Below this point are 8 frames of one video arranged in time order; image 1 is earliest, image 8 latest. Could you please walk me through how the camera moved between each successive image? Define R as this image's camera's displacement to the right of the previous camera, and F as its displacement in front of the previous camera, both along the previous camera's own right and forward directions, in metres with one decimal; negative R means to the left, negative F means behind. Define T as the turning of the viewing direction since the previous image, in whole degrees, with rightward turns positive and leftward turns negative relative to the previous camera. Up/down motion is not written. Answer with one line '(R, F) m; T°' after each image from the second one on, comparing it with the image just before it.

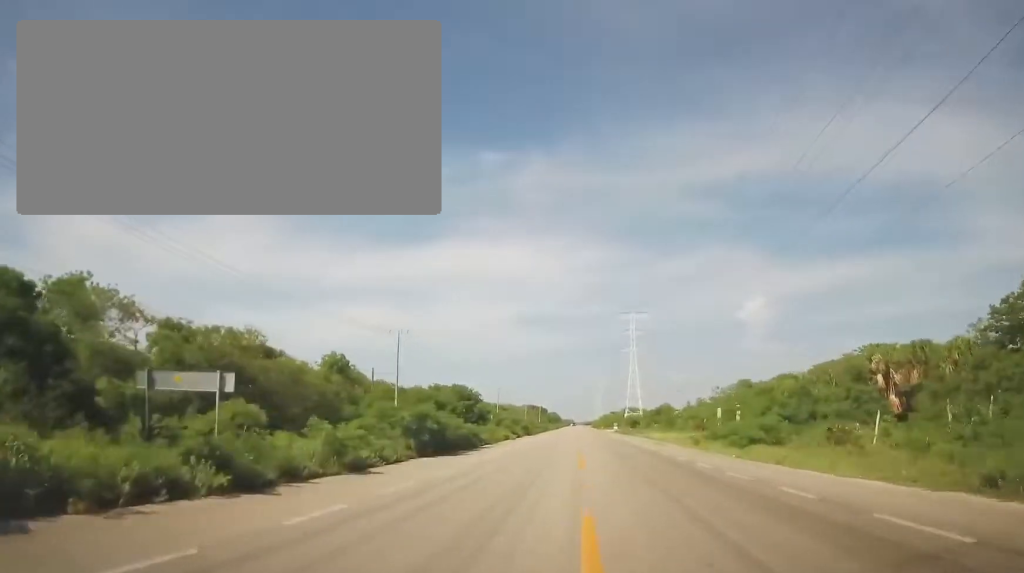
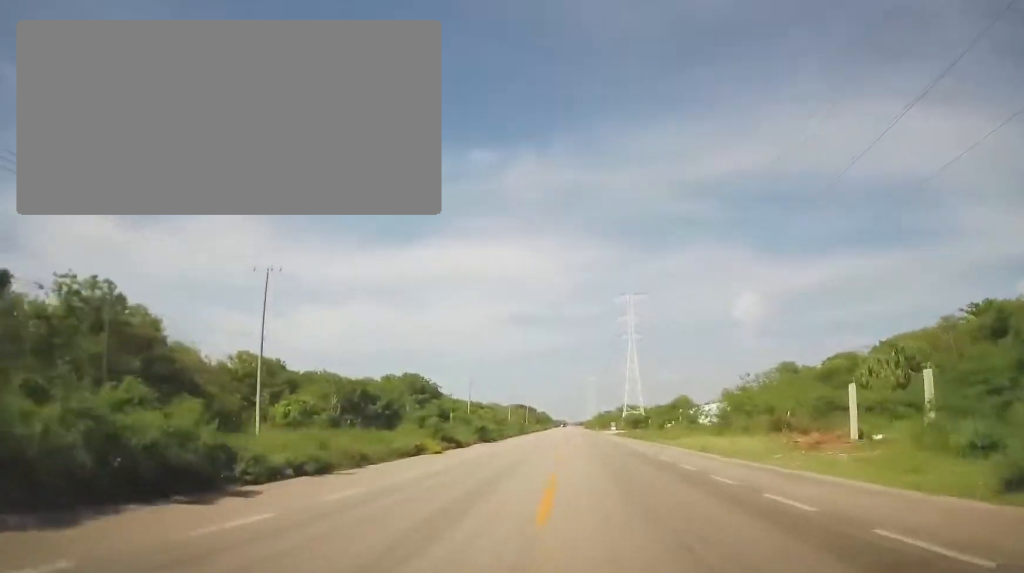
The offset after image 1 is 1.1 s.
(+0.3, +26.0) m; +2°
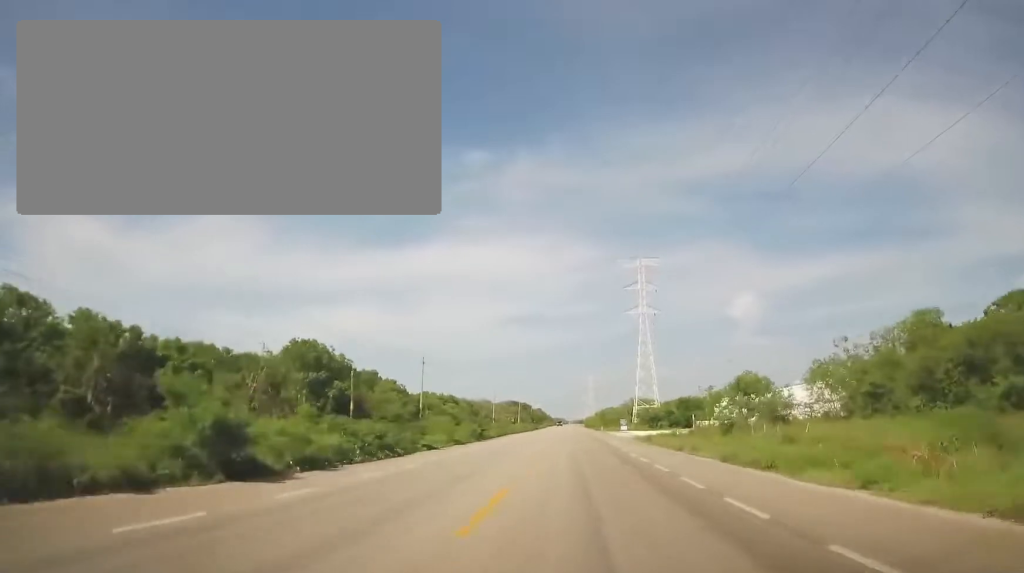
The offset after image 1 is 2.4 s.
(+0.4, +33.8) m; 0°
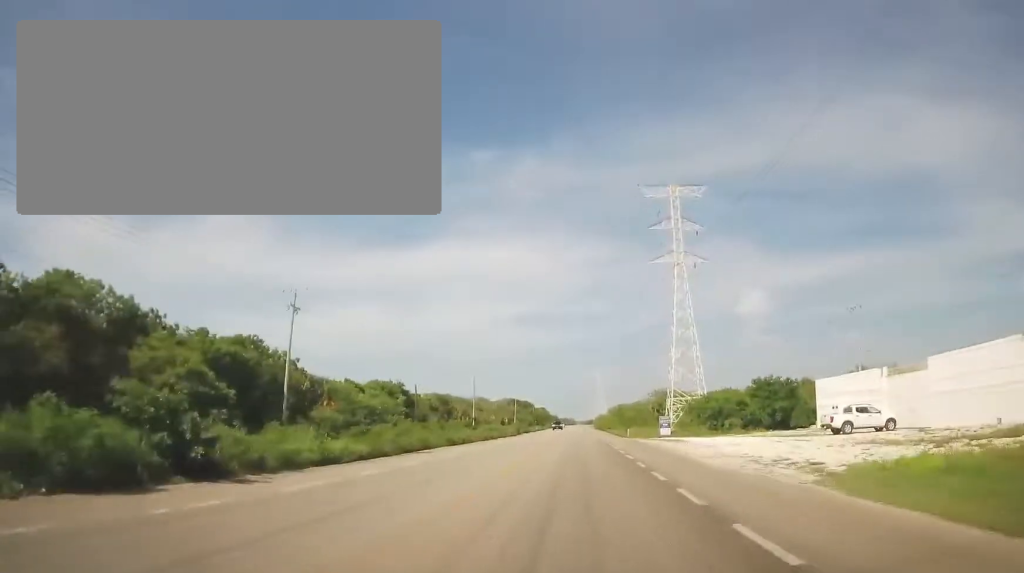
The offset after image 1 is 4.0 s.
(-0.7, +40.3) m; -1°
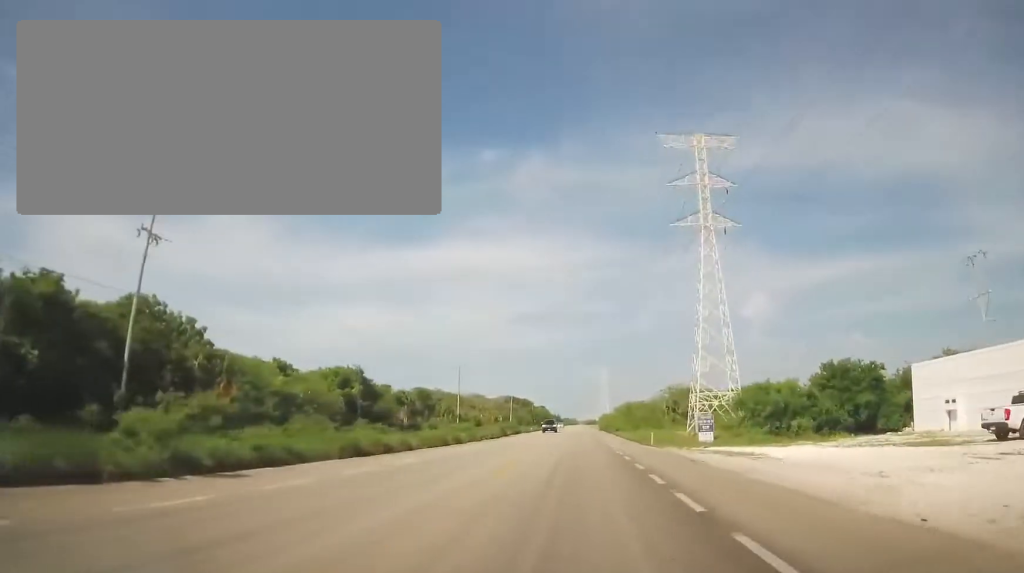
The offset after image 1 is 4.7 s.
(0.0, +17.2) m; 0°
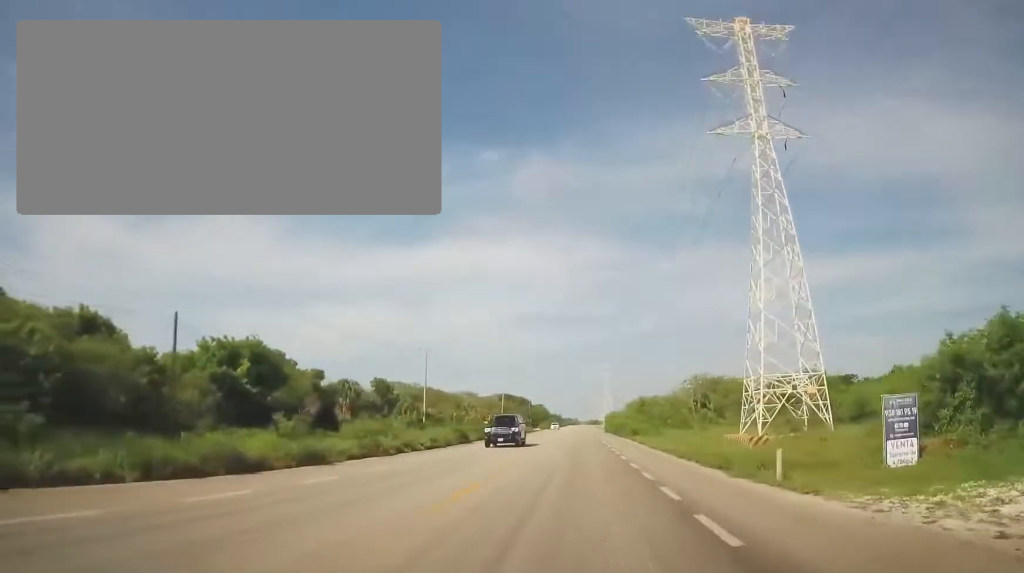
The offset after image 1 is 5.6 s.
(-0.1, +23.3) m; -1°
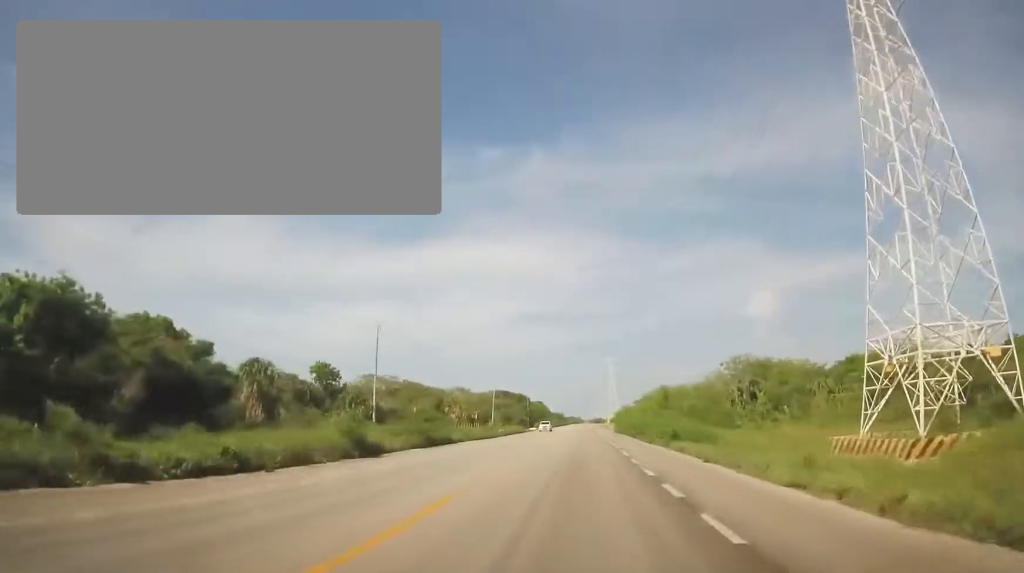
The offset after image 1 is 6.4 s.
(-0.3, +20.8) m; 0°
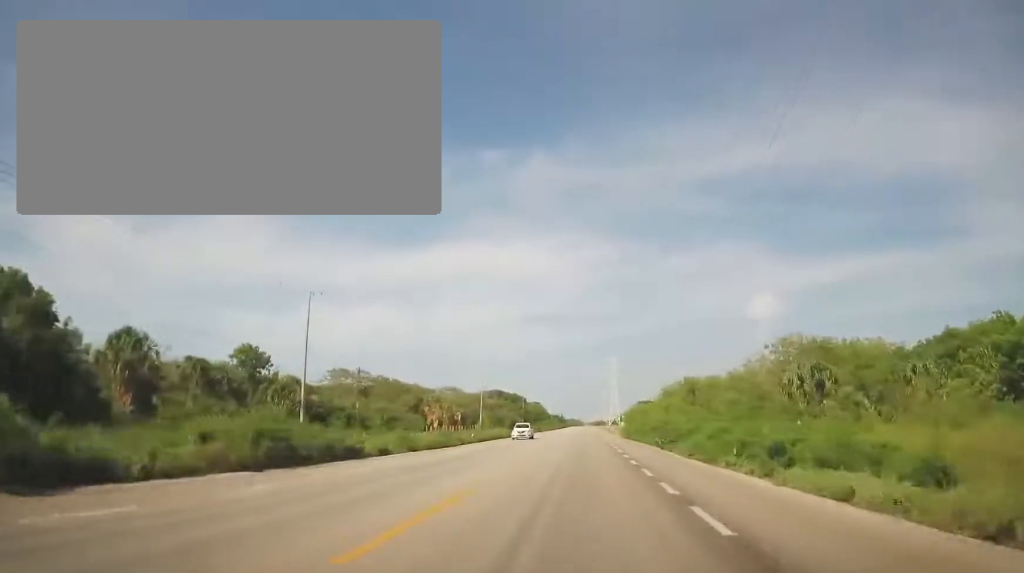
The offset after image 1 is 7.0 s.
(+0.1, +16.2) m; +1°
